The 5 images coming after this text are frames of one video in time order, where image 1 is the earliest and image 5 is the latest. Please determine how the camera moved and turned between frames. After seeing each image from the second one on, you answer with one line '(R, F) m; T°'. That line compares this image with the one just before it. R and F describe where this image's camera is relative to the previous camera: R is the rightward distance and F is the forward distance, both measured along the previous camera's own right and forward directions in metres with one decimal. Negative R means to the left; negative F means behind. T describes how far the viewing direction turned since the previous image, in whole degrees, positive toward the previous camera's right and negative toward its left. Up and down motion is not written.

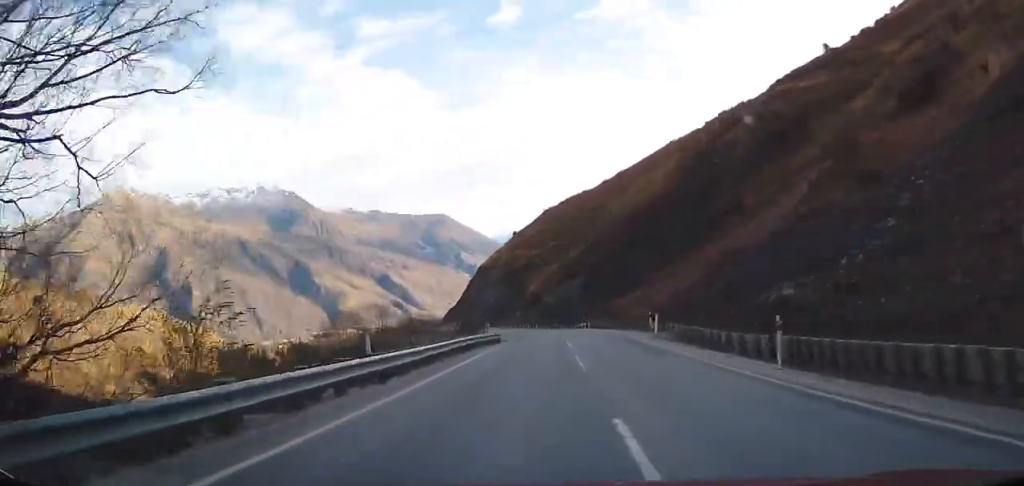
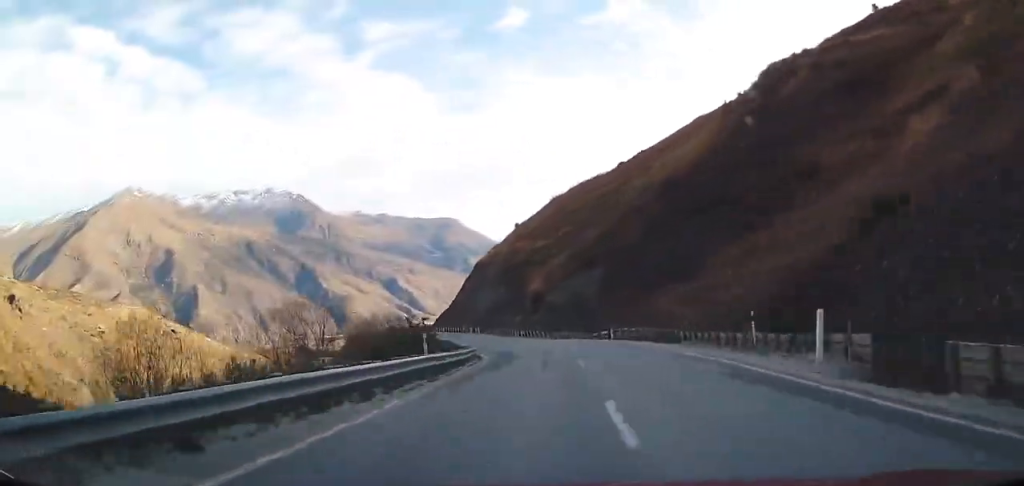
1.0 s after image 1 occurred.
(+0.5, +17.1) m; +2°
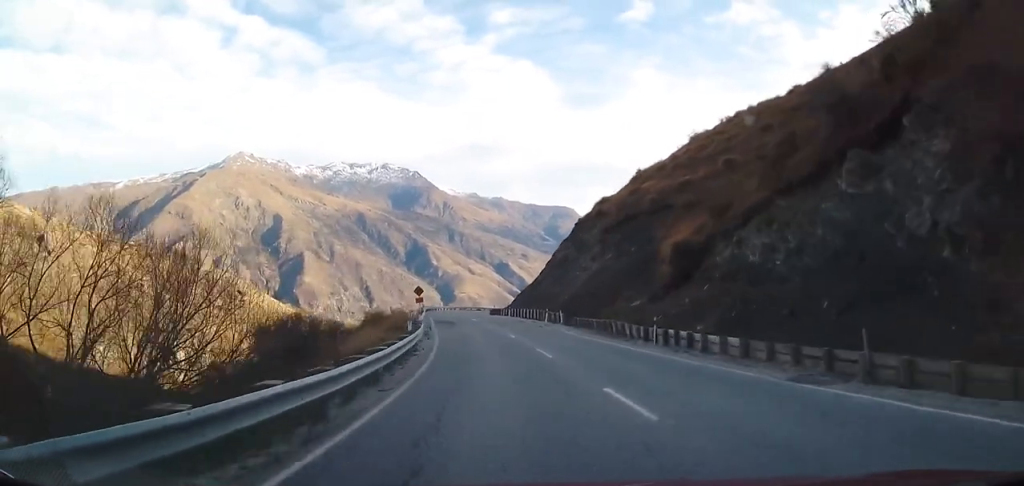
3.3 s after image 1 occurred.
(-0.4, +40.1) m; -6°
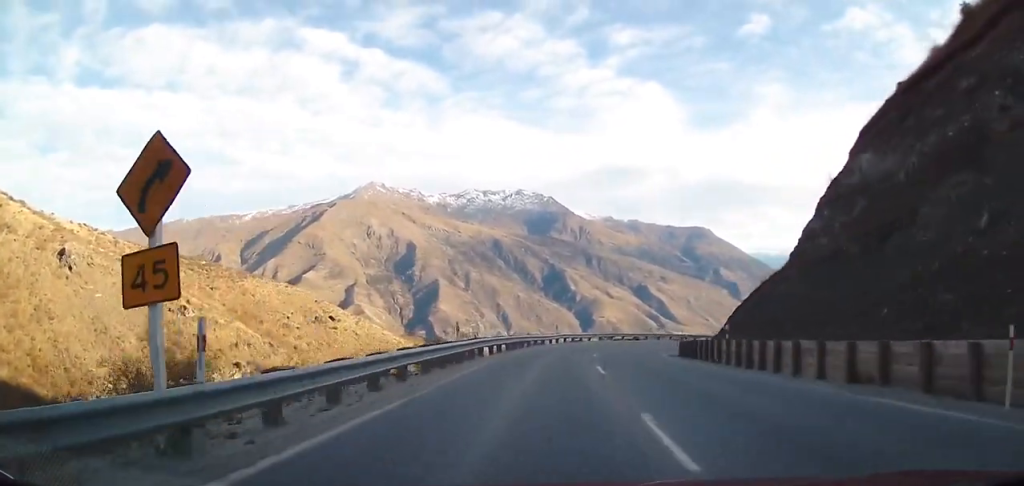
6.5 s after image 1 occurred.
(-7.3, +51.9) m; -15°
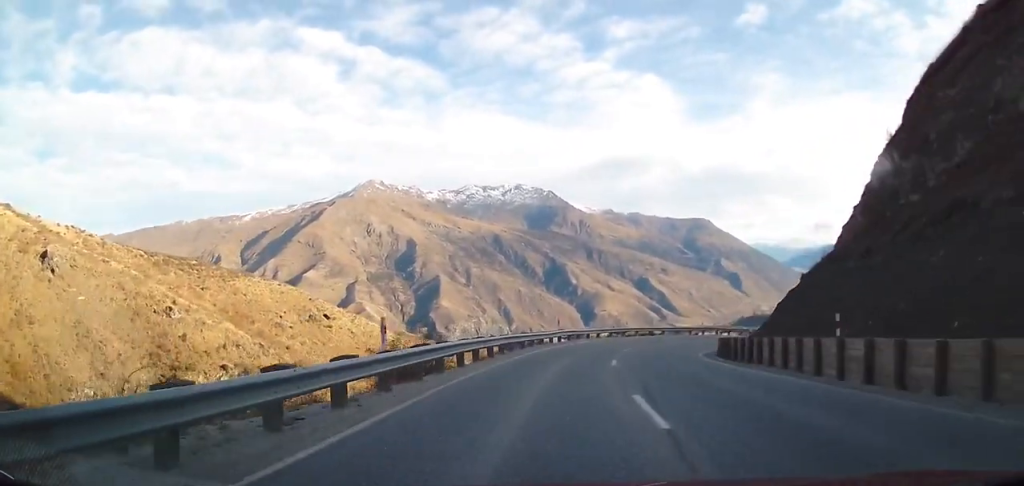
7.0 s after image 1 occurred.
(-0.4, +9.1) m; 0°
